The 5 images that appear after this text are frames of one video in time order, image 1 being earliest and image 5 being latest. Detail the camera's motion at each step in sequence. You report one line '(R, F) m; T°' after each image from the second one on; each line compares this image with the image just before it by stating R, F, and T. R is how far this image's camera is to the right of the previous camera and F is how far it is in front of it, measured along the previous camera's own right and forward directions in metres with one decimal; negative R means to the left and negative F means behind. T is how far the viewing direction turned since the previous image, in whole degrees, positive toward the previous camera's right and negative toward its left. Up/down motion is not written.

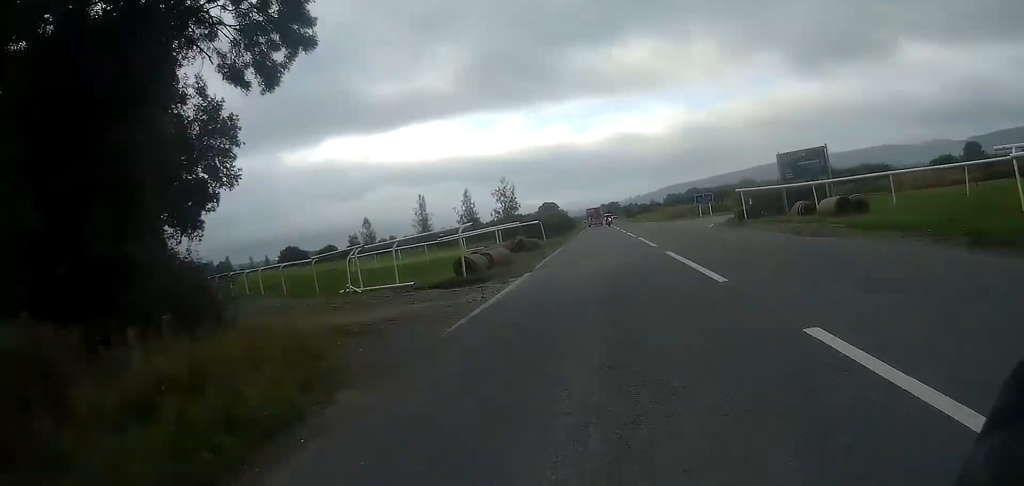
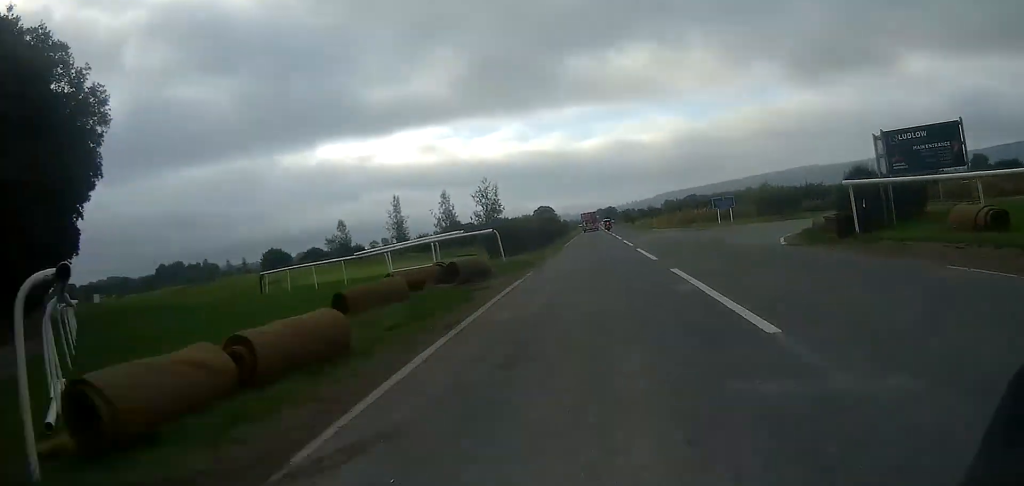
(0.0, +11.6) m; 0°
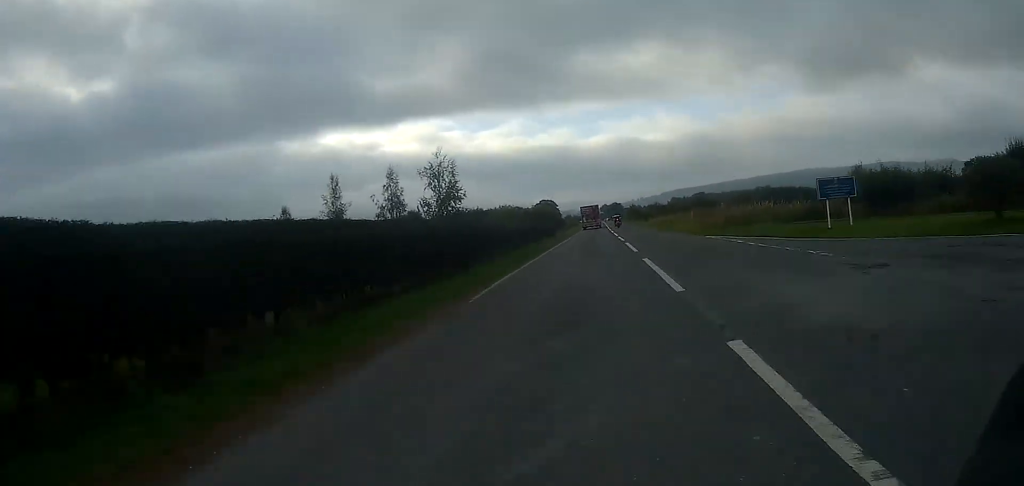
(-0.1, +23.6) m; 0°
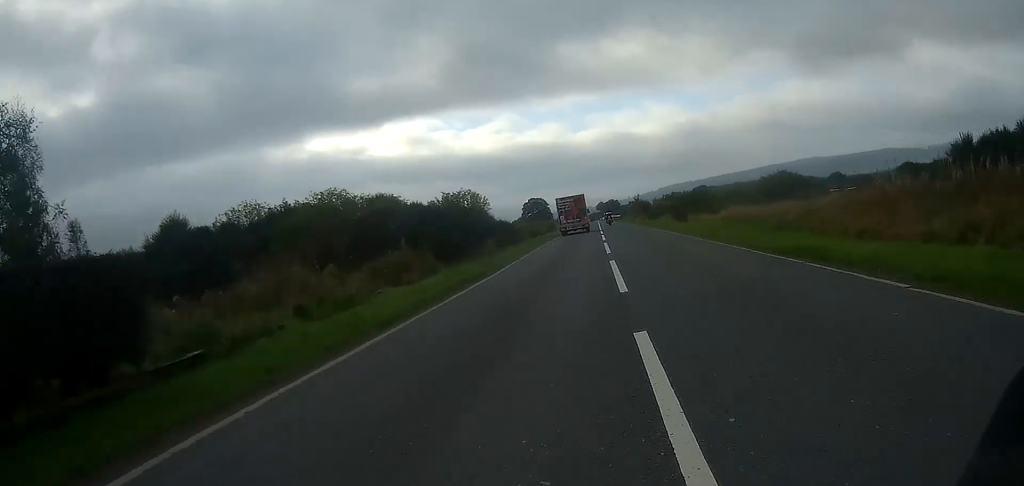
(+0.2, +45.3) m; 0°
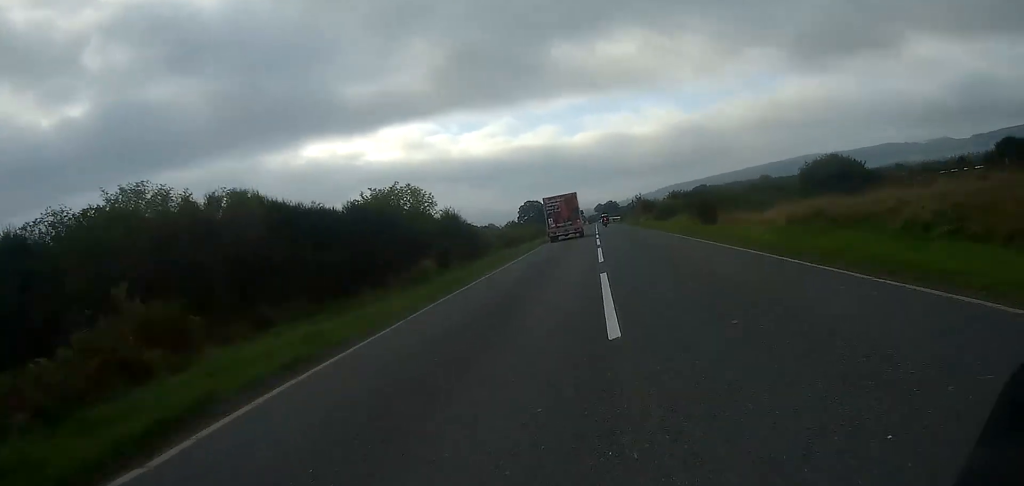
(-0.1, +12.5) m; 0°
